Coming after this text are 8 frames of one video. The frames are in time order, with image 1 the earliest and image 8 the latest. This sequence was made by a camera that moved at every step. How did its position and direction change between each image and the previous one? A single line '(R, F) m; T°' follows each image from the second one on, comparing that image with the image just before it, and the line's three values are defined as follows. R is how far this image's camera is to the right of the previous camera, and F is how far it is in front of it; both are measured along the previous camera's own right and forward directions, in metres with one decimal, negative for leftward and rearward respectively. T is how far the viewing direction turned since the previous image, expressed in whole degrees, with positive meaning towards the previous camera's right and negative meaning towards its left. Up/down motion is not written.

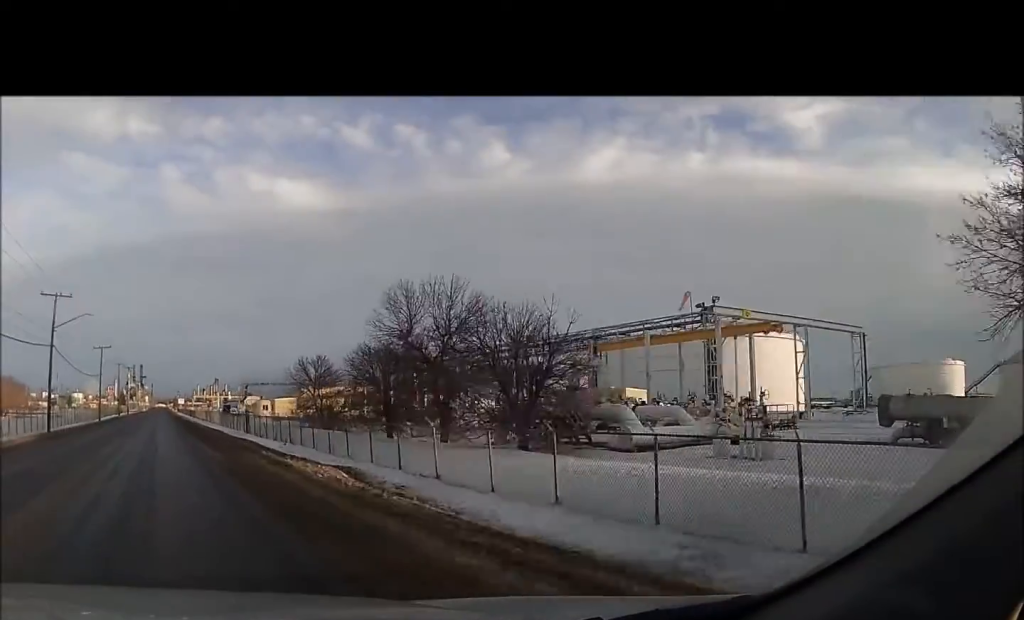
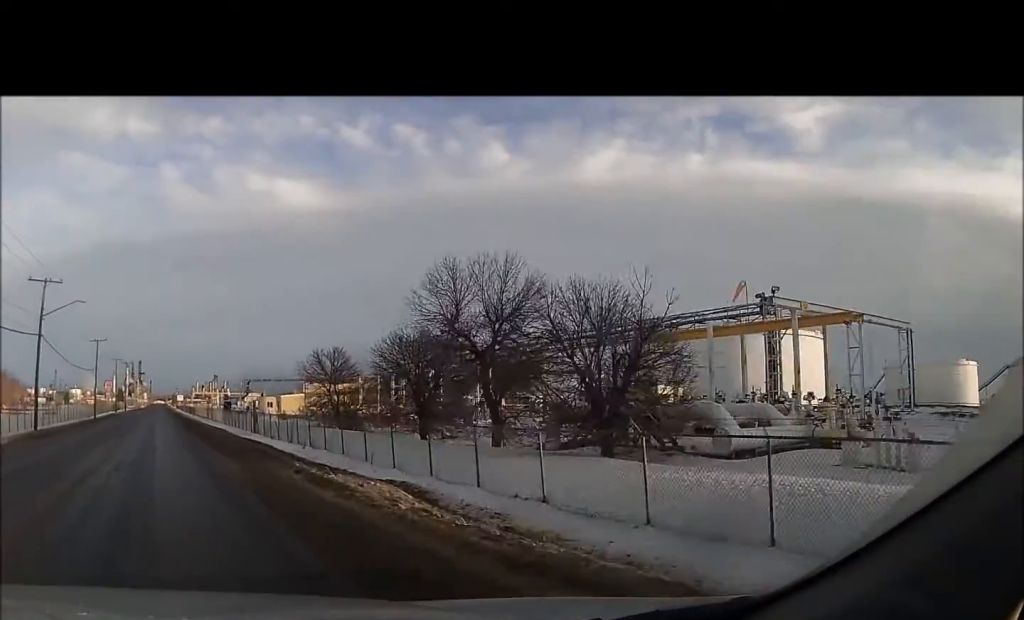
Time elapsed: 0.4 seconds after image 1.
(0.0, +6.7) m; 0°
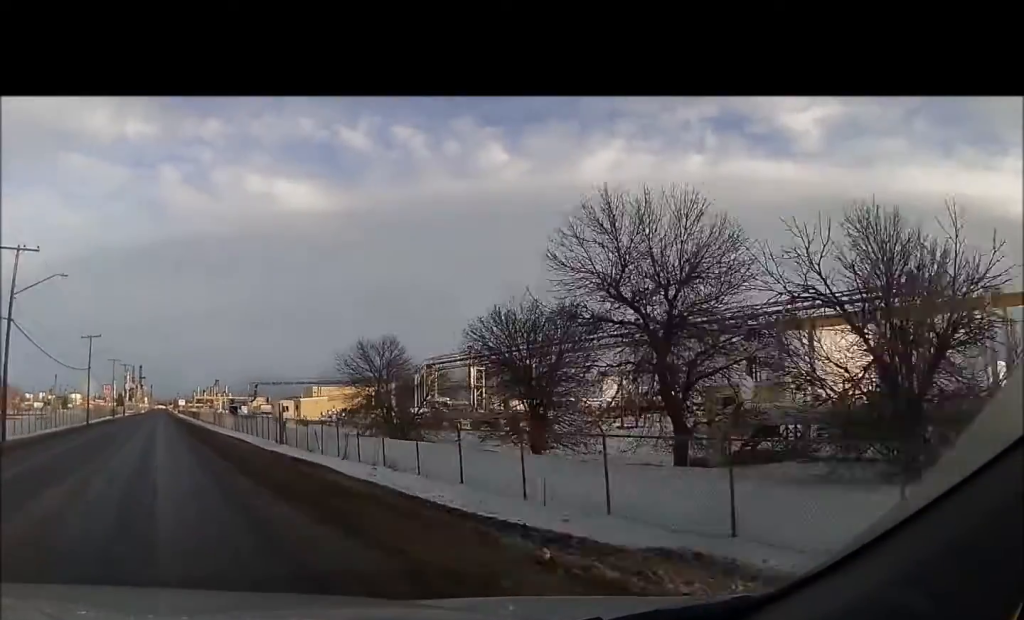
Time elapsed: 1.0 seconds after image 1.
(0.0, +10.1) m; 0°
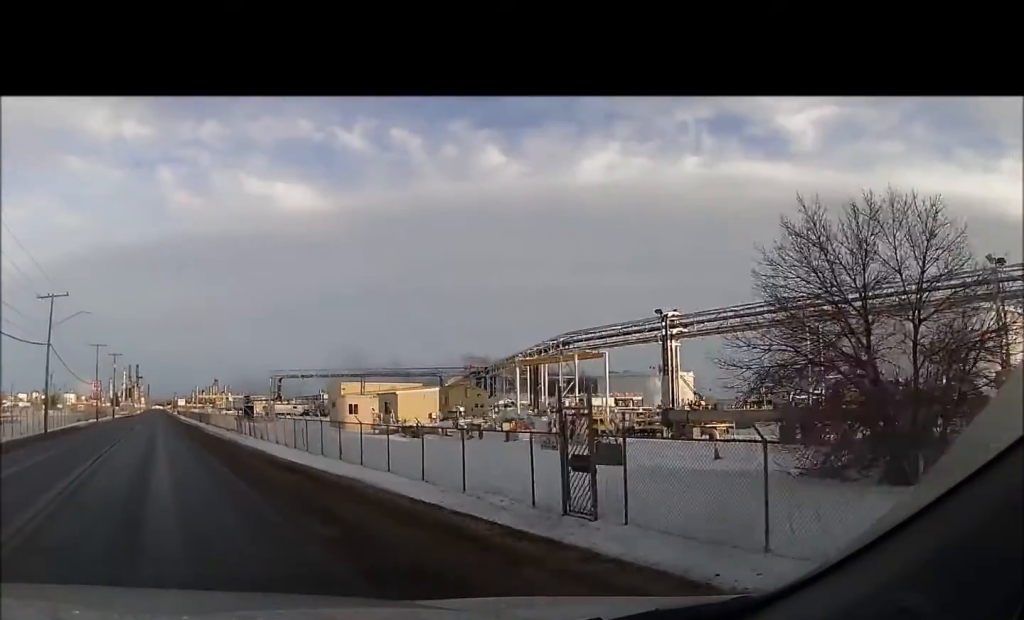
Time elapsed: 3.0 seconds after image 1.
(0.0, +33.3) m; +1°
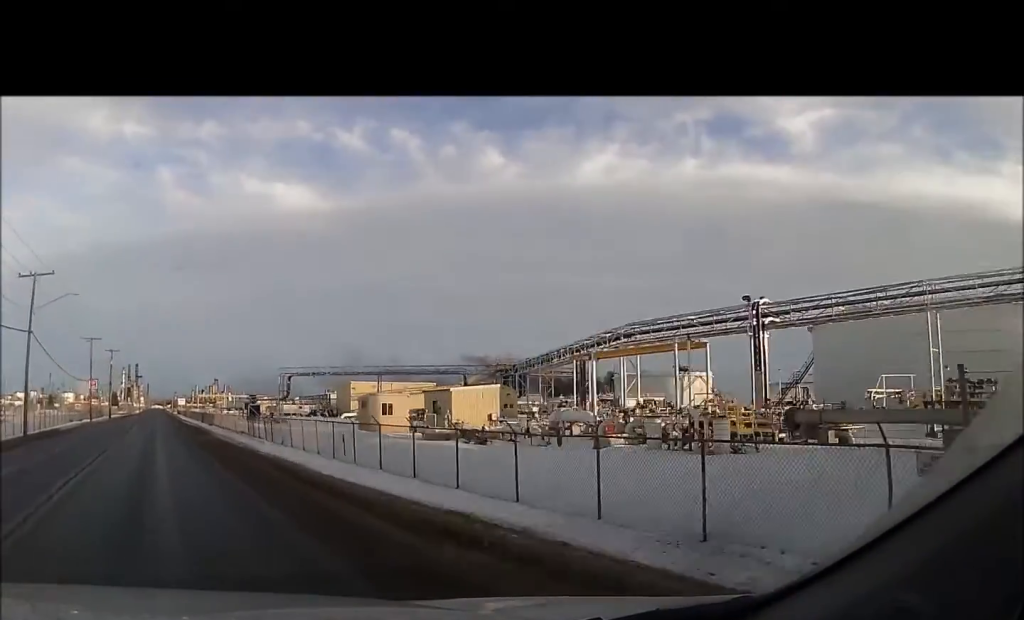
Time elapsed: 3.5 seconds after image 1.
(-0.1, +8.5) m; +1°
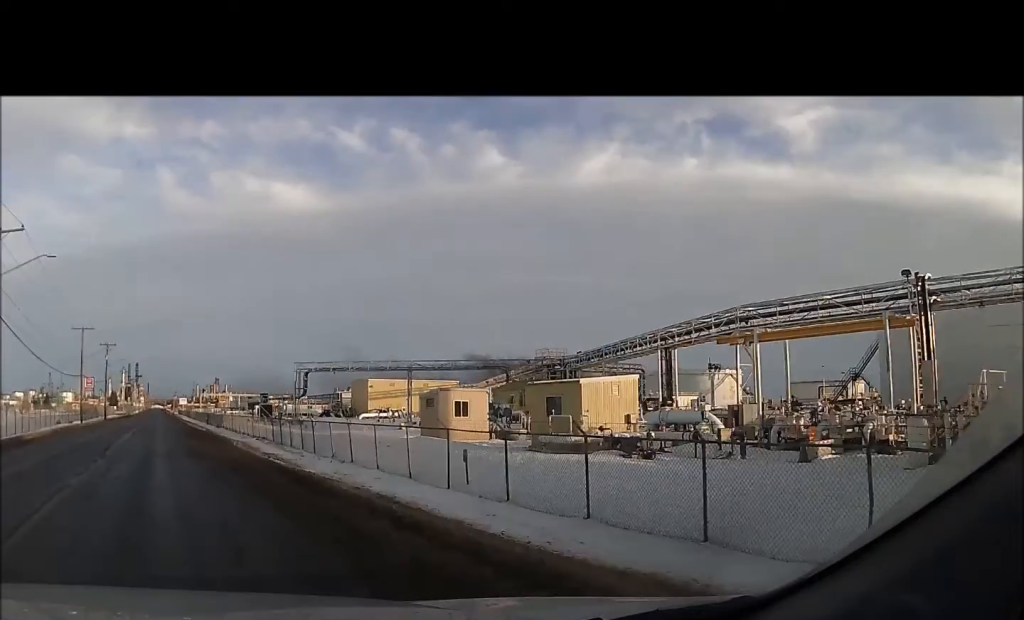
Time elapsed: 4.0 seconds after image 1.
(+0.2, +9.7) m; 0°
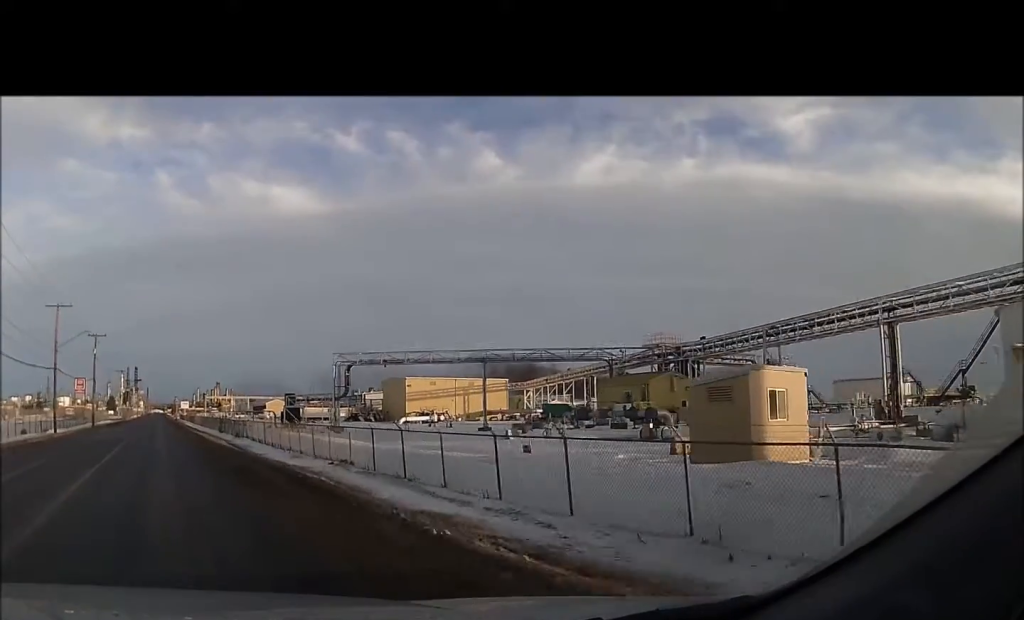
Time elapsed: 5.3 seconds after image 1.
(-0.1, +21.8) m; -1°
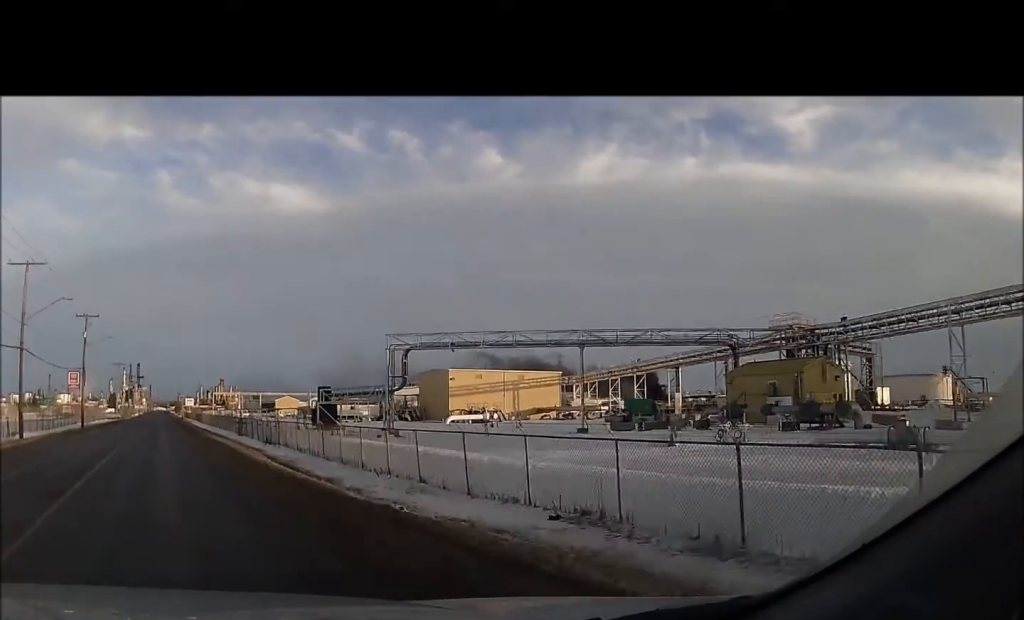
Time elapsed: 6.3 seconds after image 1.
(-0.1, +16.6) m; 0°
